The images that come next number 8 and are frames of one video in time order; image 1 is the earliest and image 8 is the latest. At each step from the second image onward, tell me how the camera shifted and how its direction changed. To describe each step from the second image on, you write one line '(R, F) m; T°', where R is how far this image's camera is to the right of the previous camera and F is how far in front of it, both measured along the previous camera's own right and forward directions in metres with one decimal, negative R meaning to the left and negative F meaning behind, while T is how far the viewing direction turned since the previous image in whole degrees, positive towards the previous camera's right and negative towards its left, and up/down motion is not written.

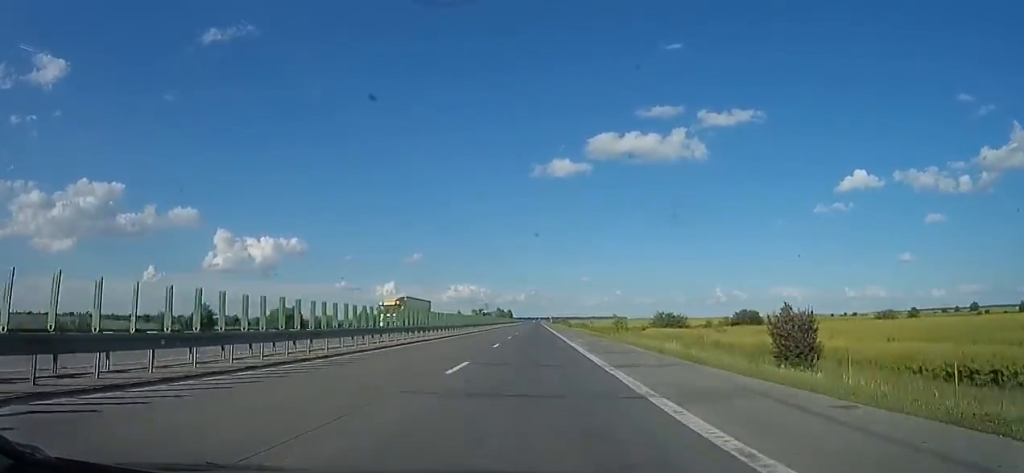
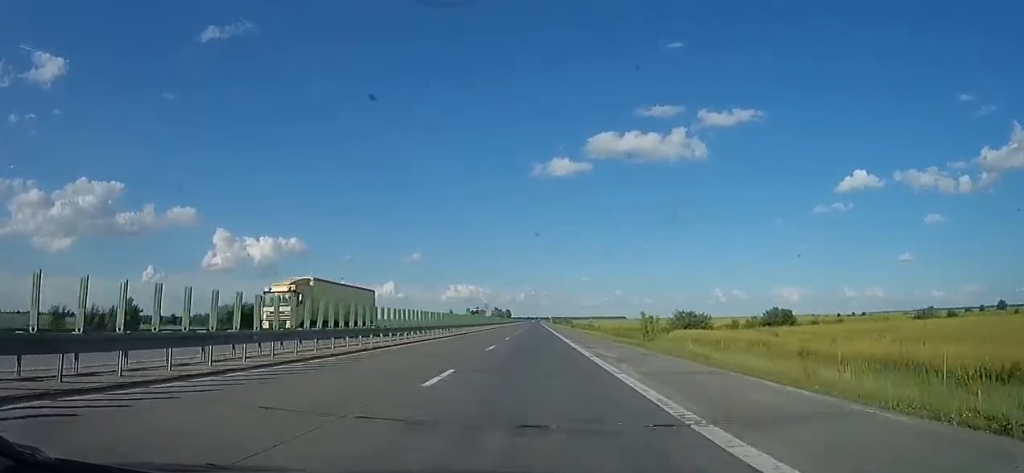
(0.0, +14.3) m; 0°
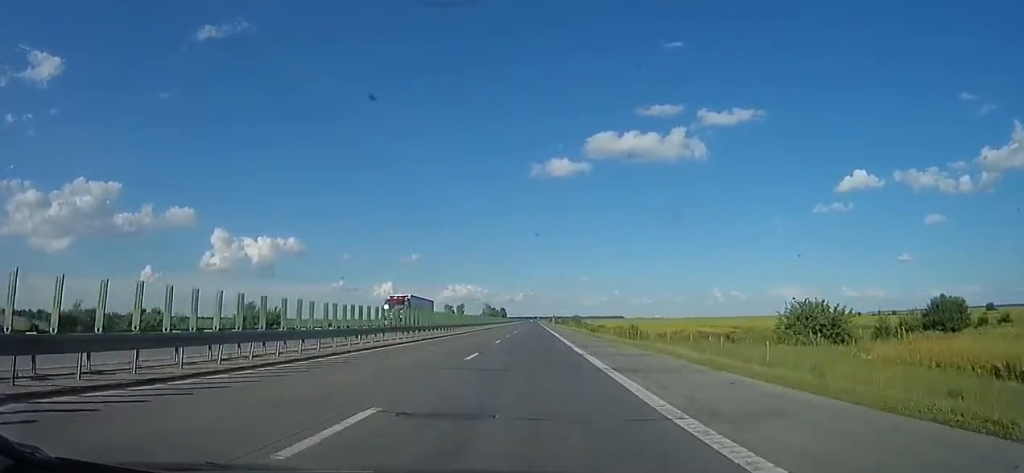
(-0.3, +41.1) m; -1°
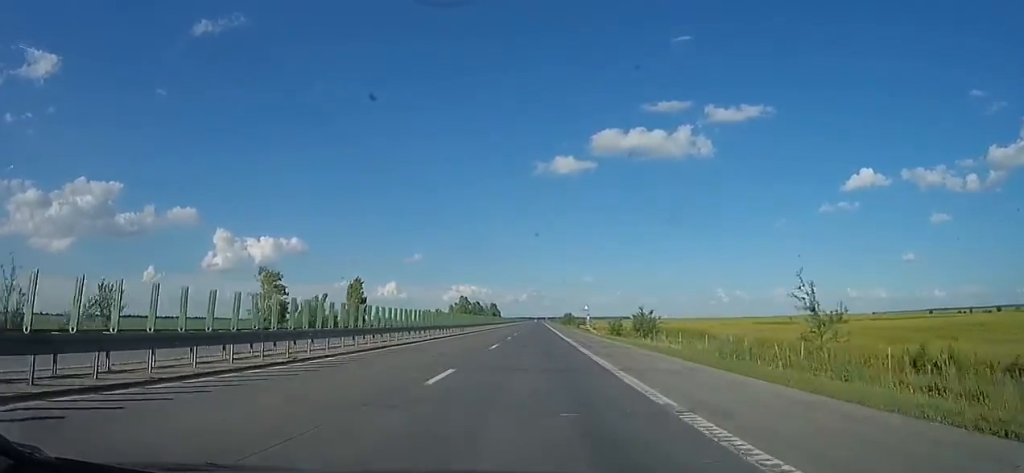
(-0.6, +101.4) m; -2°
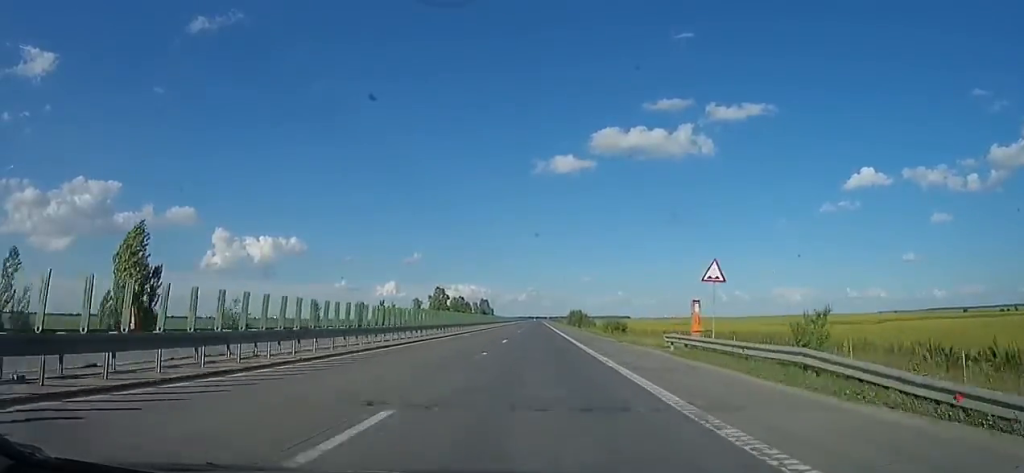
(+0.3, +42.0) m; +1°
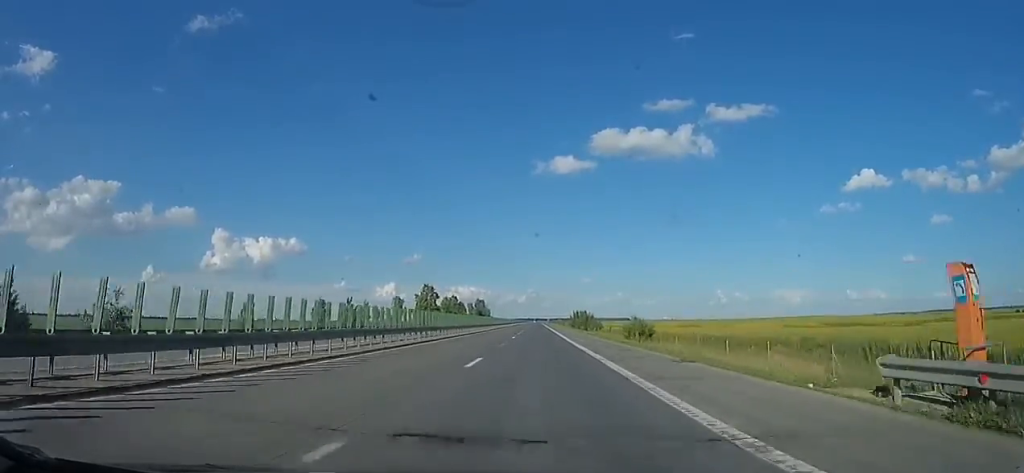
(+0.1, +13.7) m; 0°
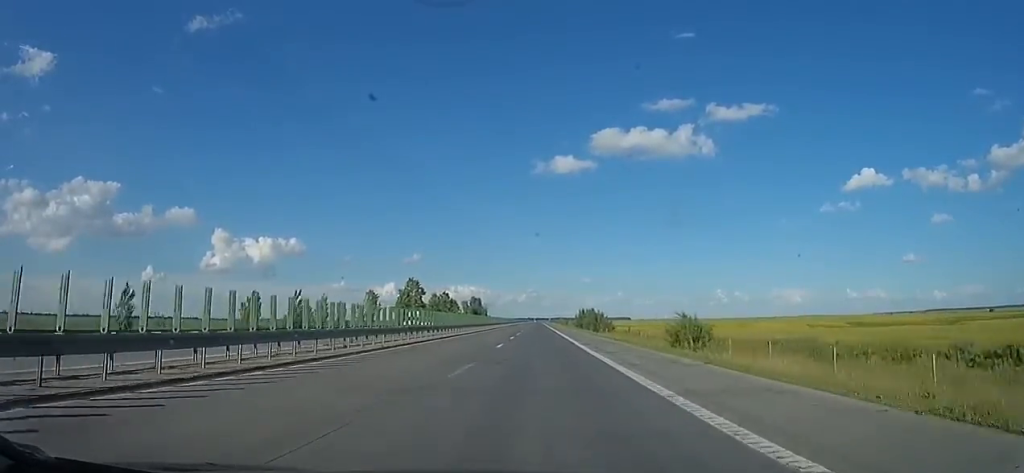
(-0.2, +15.3) m; 0°
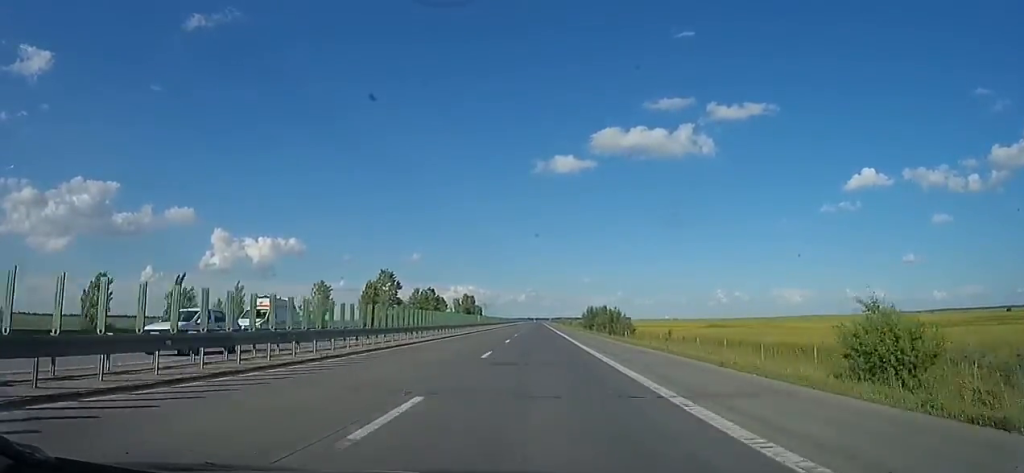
(-0.1, +18.0) m; 0°
